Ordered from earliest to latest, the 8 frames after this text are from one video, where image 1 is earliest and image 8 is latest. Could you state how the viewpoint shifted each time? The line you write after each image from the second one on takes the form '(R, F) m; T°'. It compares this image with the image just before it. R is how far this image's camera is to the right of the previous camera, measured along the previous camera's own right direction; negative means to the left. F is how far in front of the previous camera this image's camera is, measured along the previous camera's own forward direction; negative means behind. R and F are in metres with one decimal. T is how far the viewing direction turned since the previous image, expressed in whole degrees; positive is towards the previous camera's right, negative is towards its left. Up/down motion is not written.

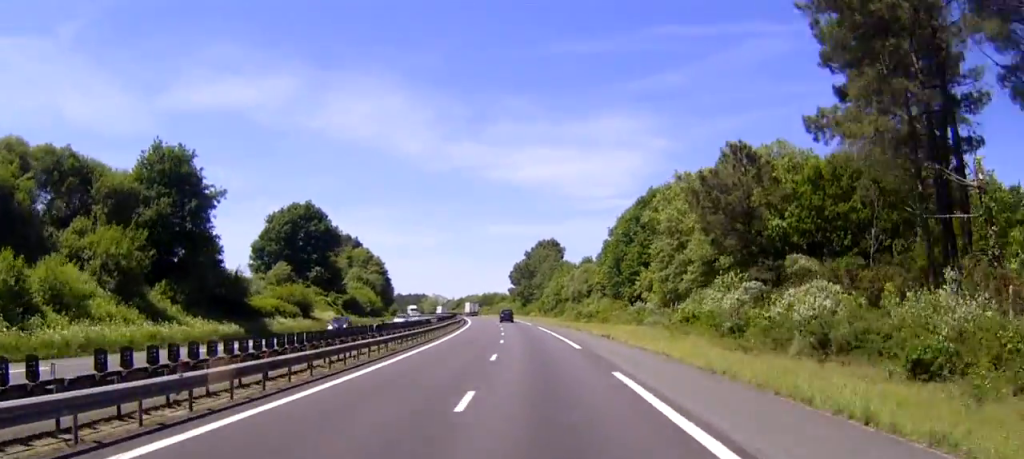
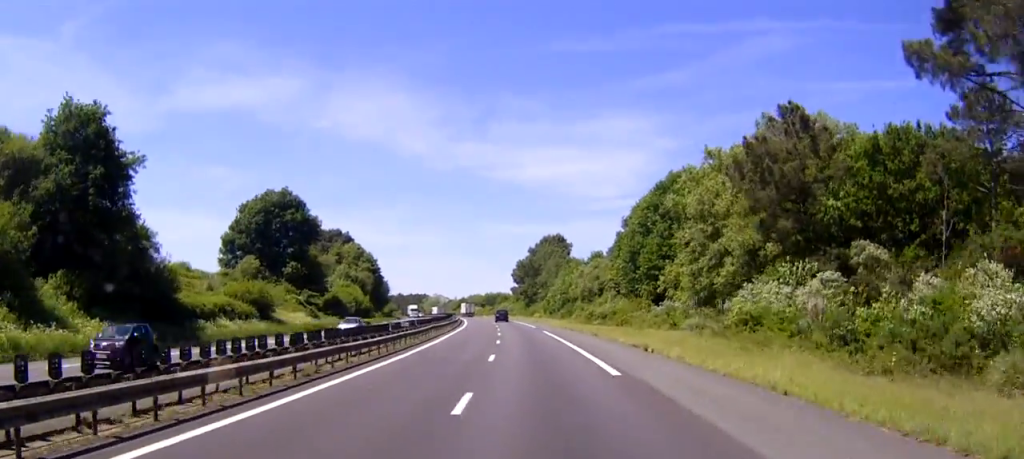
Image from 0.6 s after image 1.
(0.0, +13.3) m; 0°
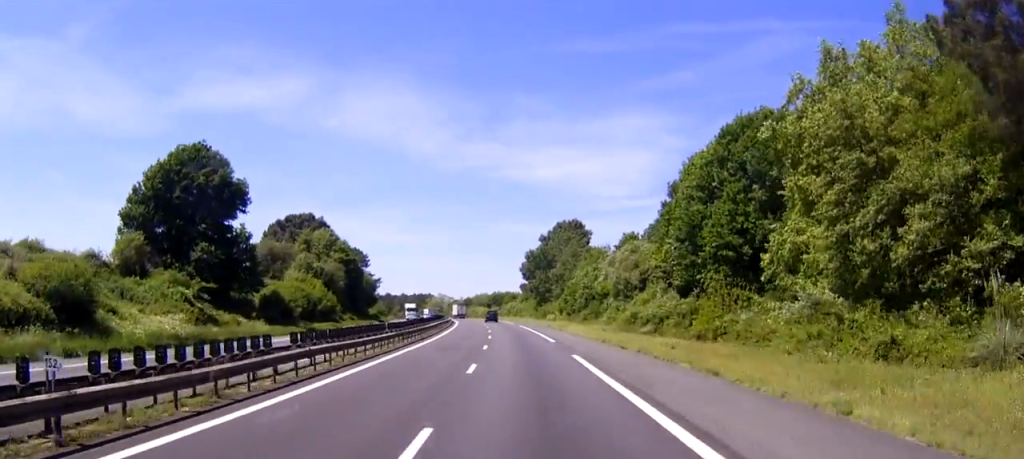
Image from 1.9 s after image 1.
(0.0, +30.5) m; 0°
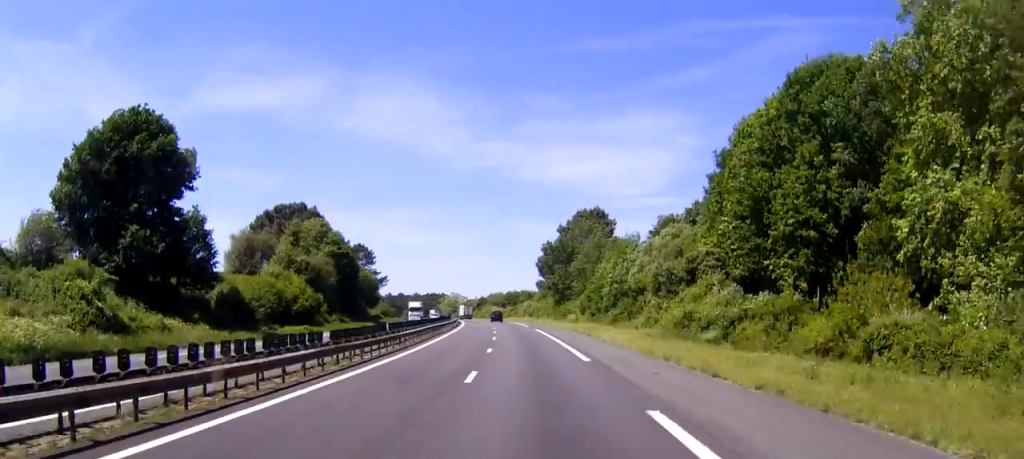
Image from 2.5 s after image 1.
(0.0, +15.6) m; 0°
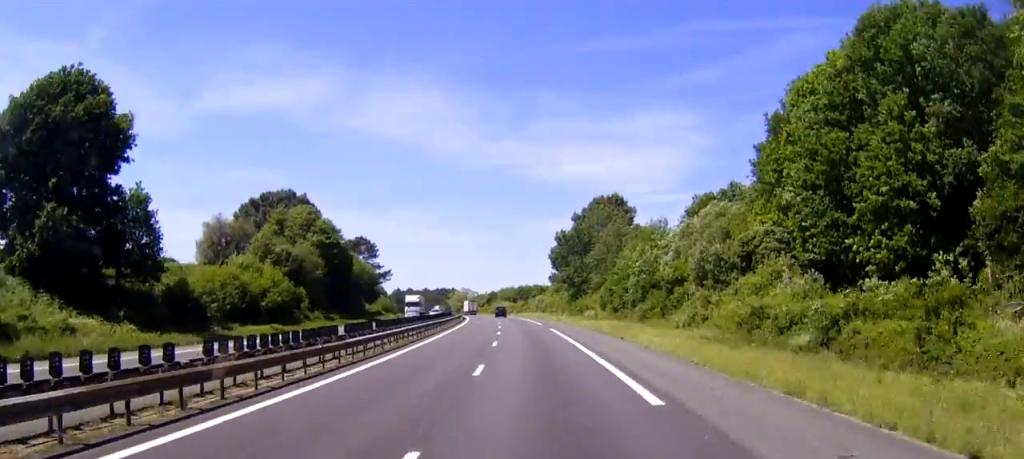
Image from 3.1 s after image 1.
(0.0, +12.5) m; 0°
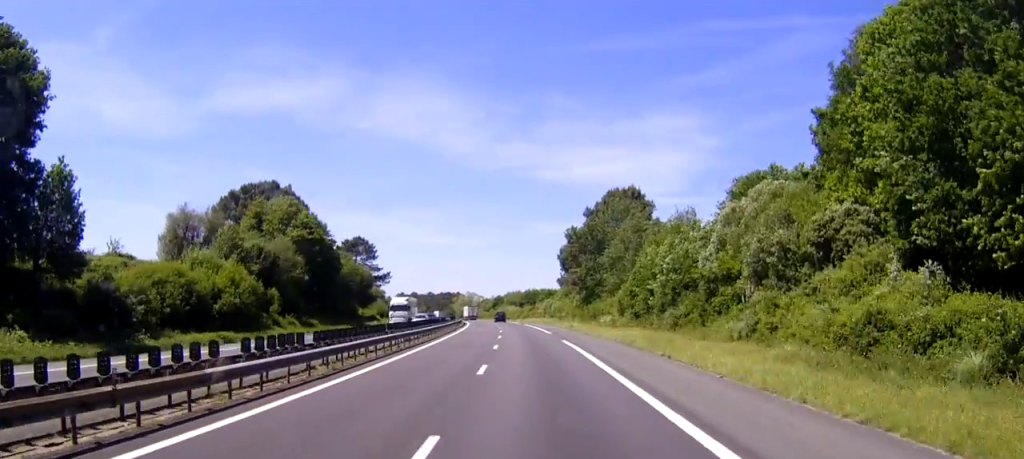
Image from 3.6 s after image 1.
(0.0, +11.7) m; 0°
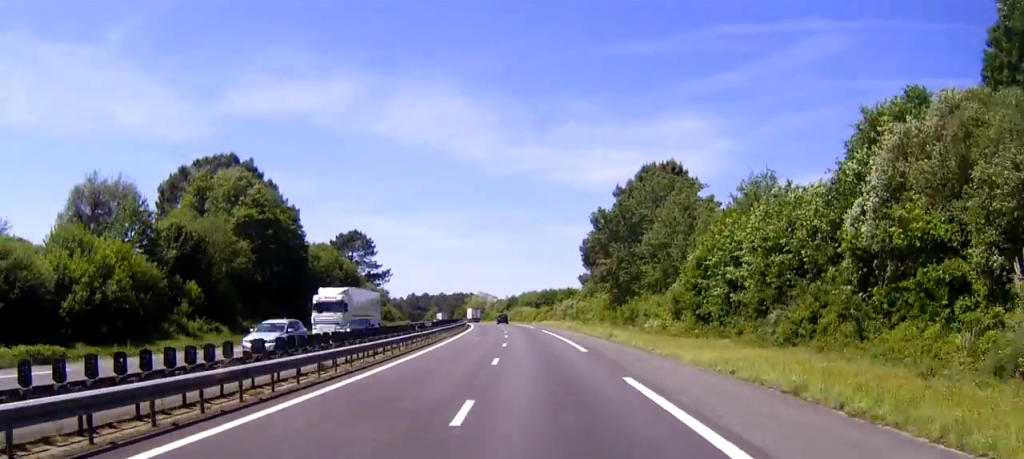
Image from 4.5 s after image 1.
(0.0, +21.8) m; 0°
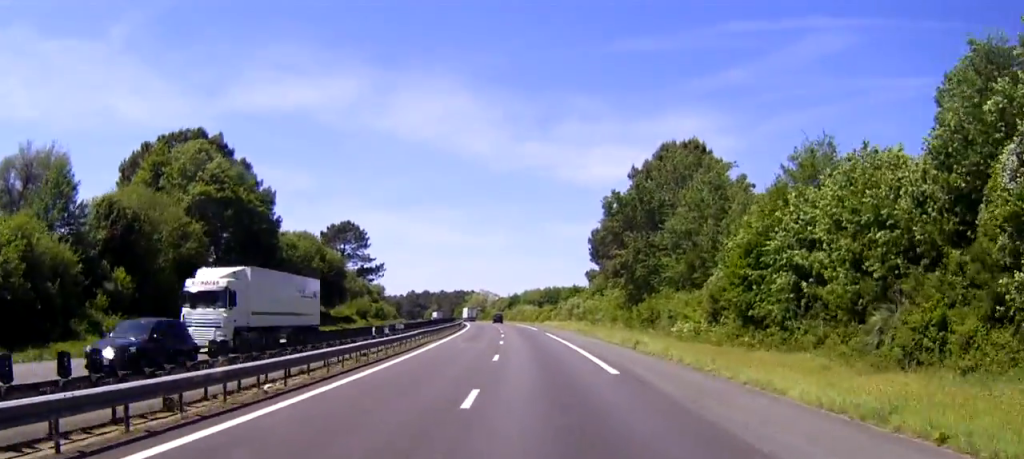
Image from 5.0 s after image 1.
(0.0, +10.9) m; 0°
